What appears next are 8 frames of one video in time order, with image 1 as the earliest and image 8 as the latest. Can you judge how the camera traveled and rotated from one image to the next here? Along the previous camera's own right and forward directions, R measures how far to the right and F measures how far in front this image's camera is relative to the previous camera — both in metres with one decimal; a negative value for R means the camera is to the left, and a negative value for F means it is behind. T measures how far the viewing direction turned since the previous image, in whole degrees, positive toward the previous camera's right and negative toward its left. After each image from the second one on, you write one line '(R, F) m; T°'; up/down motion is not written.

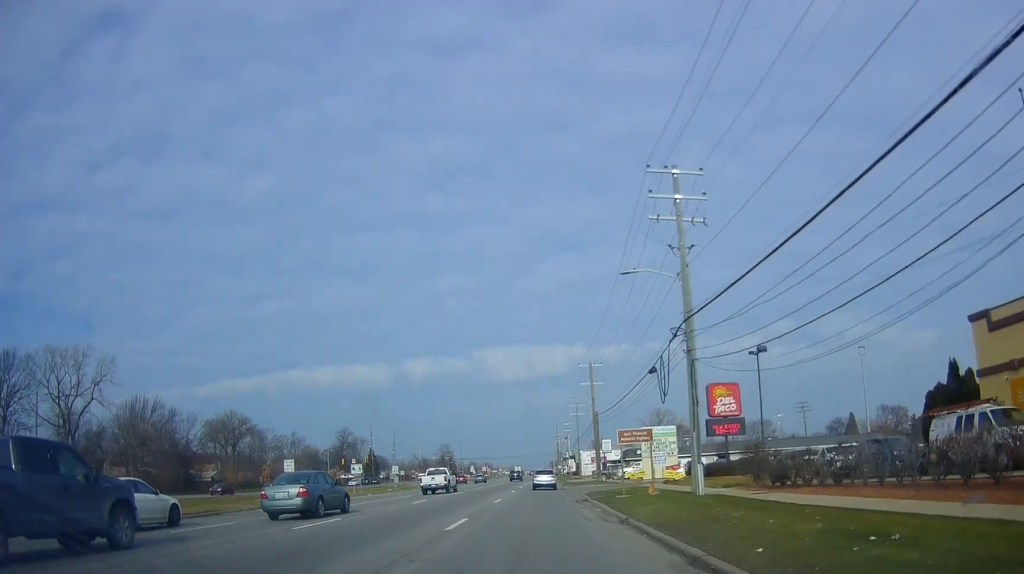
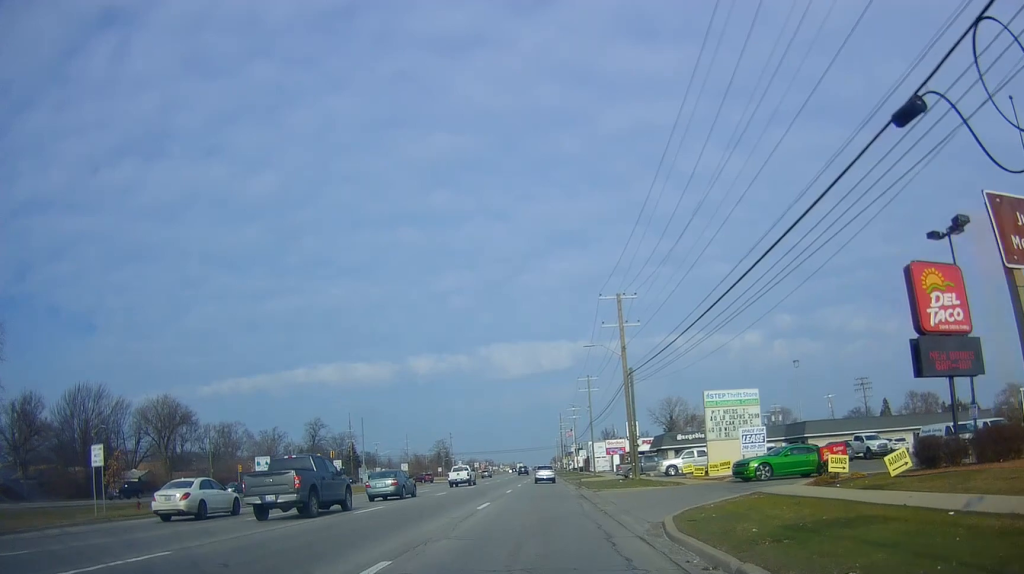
(+0.5, +25.5) m; -2°
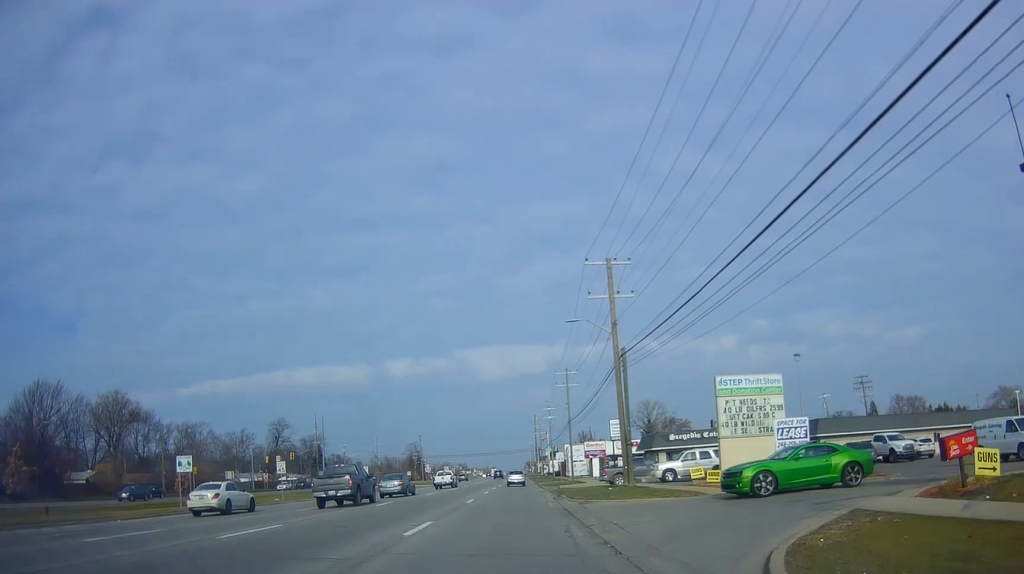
(-0.5, +9.1) m; +2°
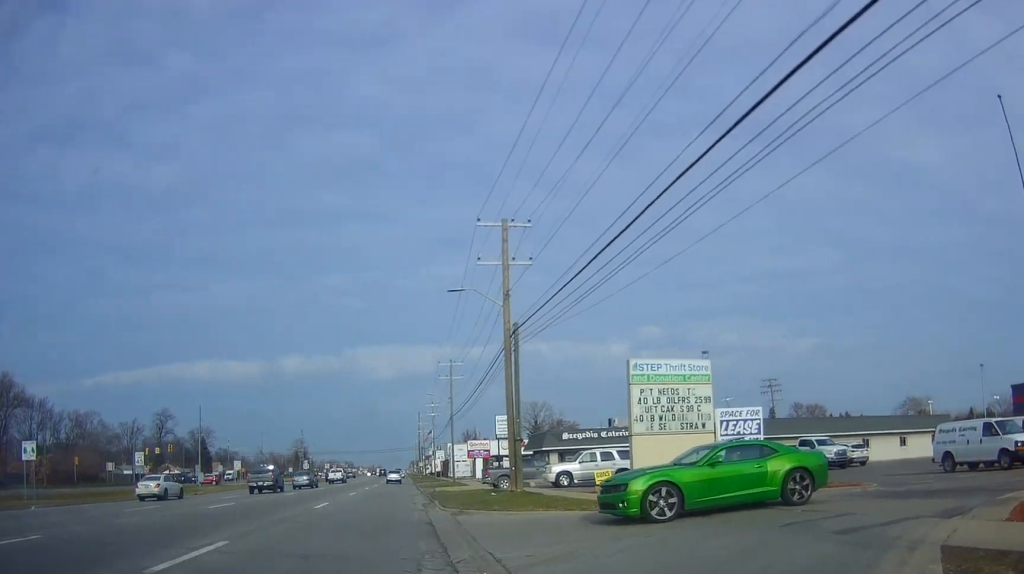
(+0.4, +7.4) m; +11°
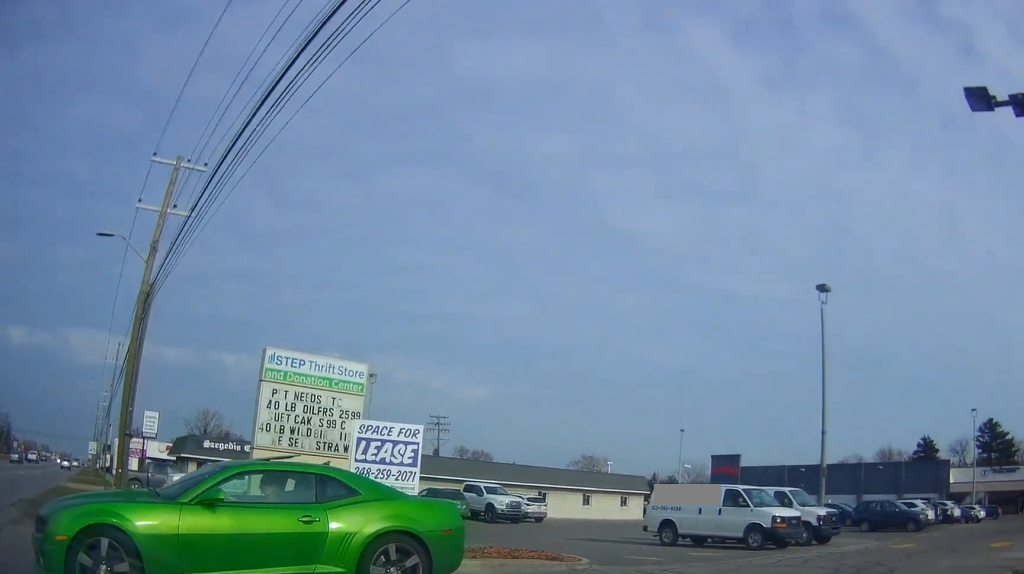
(+1.2, +6.5) m; +36°
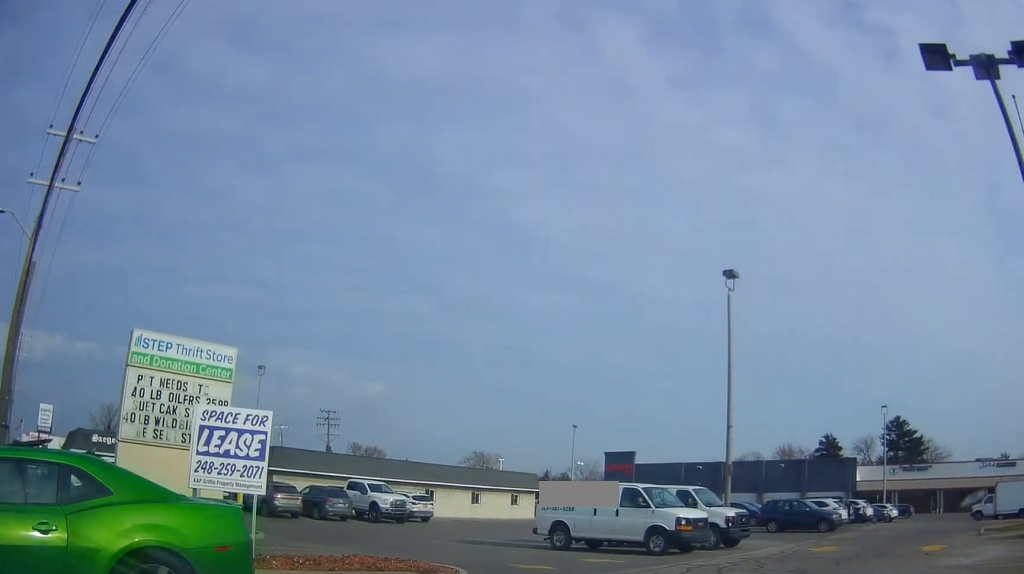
(+0.5, +1.6) m; +13°
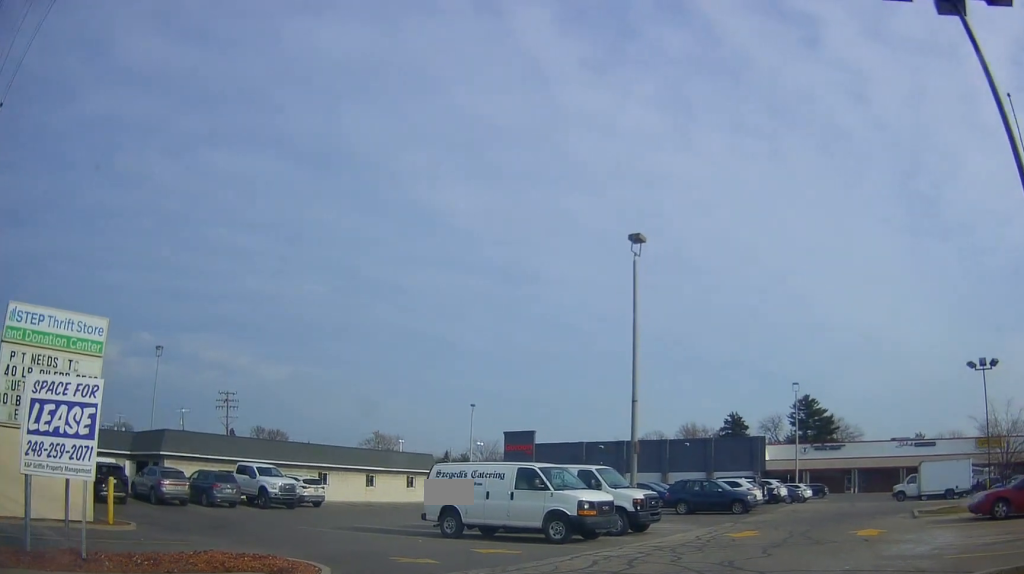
(+0.4, +1.8) m; +13°
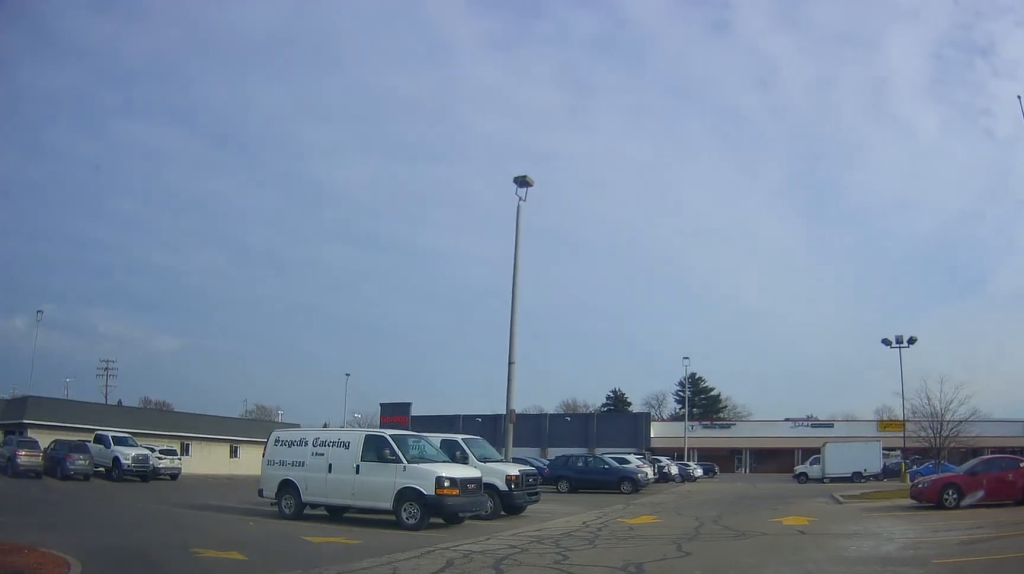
(+0.3, +2.9) m; +15°
